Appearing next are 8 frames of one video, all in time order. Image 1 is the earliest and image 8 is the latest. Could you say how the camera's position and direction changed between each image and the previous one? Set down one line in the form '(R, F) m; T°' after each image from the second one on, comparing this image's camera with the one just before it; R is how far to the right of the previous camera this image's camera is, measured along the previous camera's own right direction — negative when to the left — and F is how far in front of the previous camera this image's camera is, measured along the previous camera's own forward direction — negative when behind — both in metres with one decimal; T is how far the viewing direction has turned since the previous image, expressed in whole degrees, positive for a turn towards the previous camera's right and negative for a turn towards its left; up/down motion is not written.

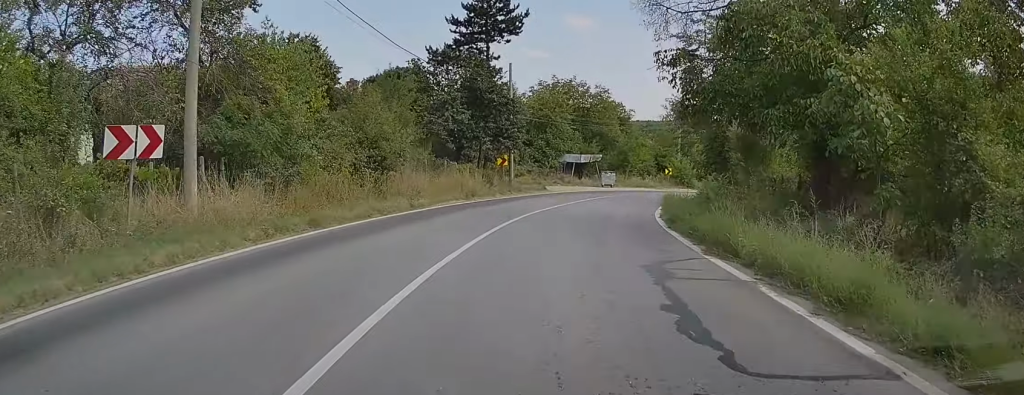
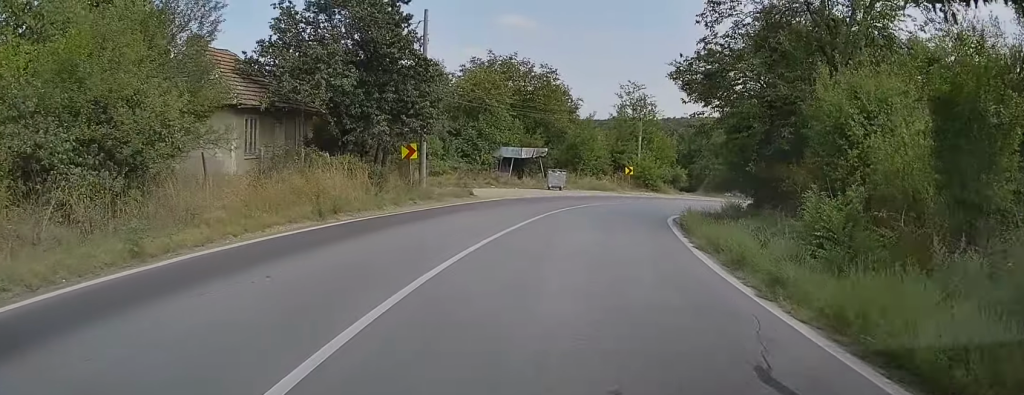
(+0.4, +14.6) m; +5°
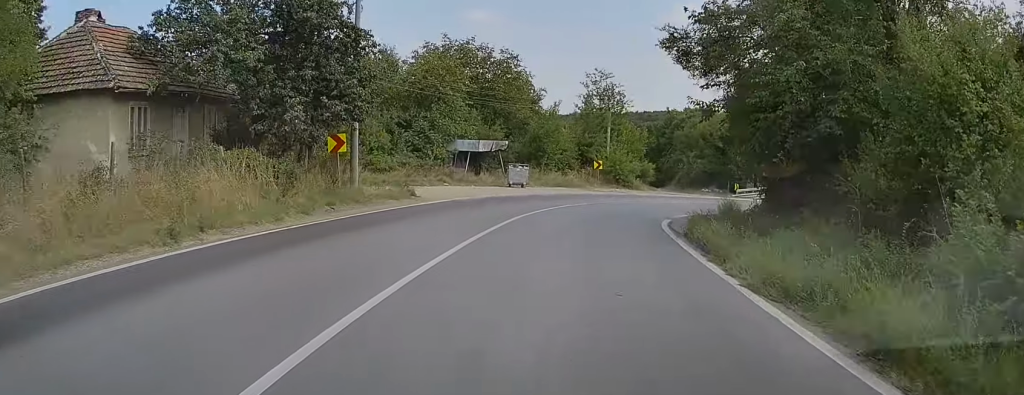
(+0.2, +5.5) m; +3°
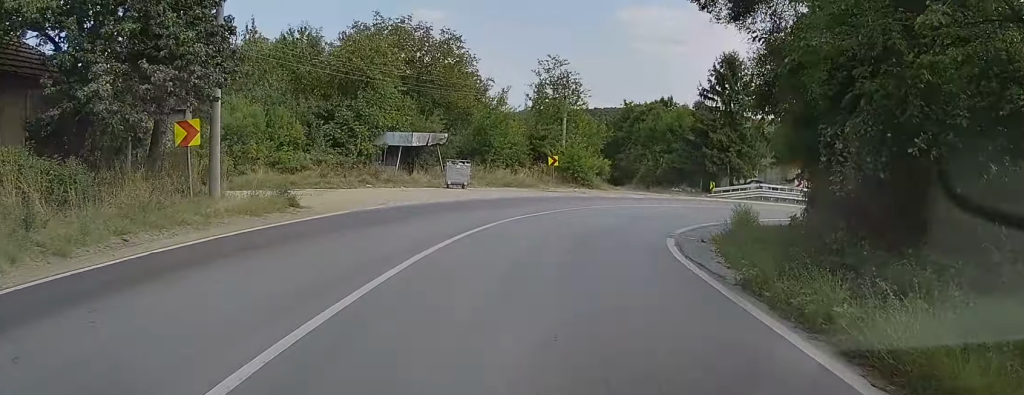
(+0.2, +7.6) m; +5°
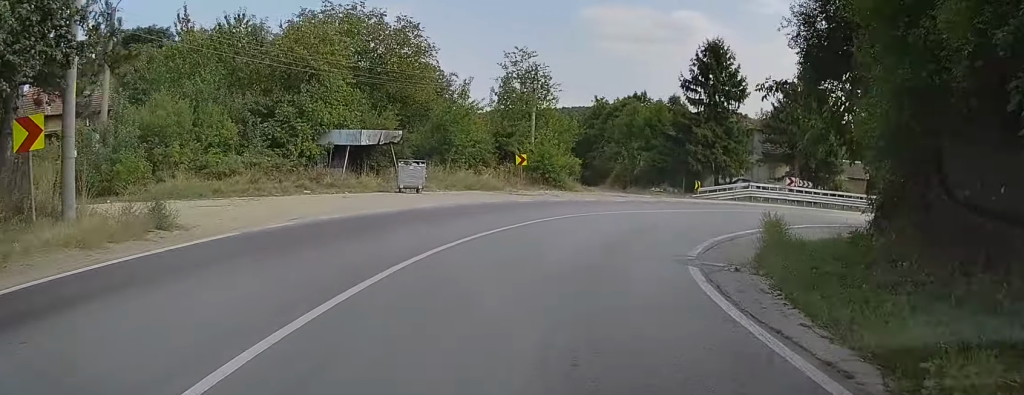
(+0.2, +4.9) m; +4°
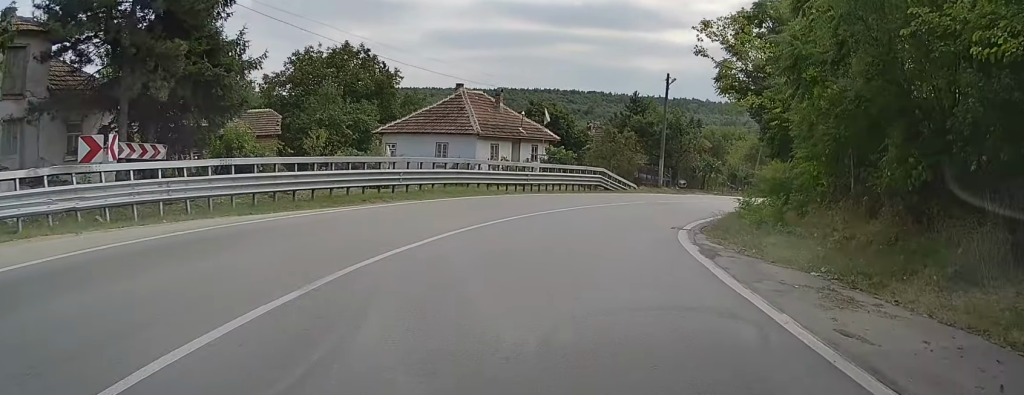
(+12.5, +33.9) m; +43°
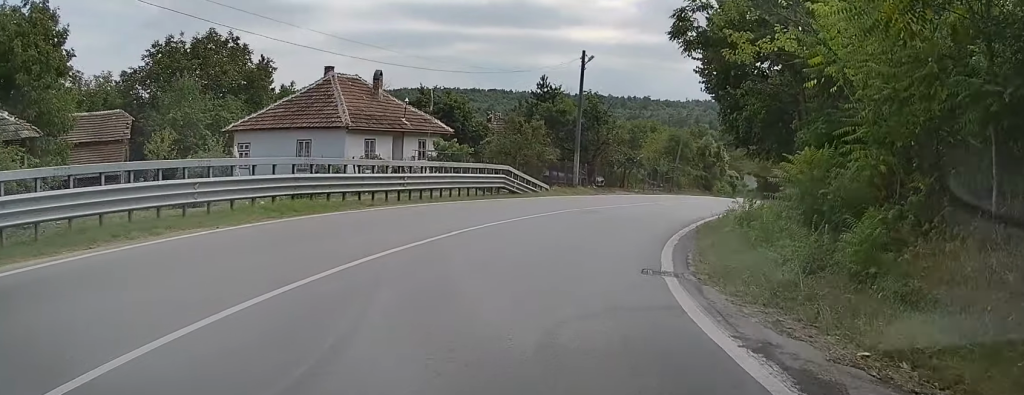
(+0.8, +8.7) m; +9°
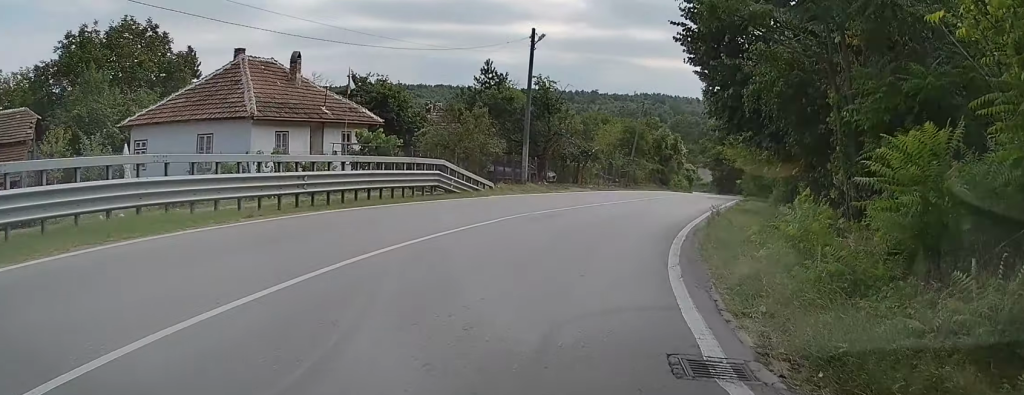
(+0.2, +5.1) m; +5°
